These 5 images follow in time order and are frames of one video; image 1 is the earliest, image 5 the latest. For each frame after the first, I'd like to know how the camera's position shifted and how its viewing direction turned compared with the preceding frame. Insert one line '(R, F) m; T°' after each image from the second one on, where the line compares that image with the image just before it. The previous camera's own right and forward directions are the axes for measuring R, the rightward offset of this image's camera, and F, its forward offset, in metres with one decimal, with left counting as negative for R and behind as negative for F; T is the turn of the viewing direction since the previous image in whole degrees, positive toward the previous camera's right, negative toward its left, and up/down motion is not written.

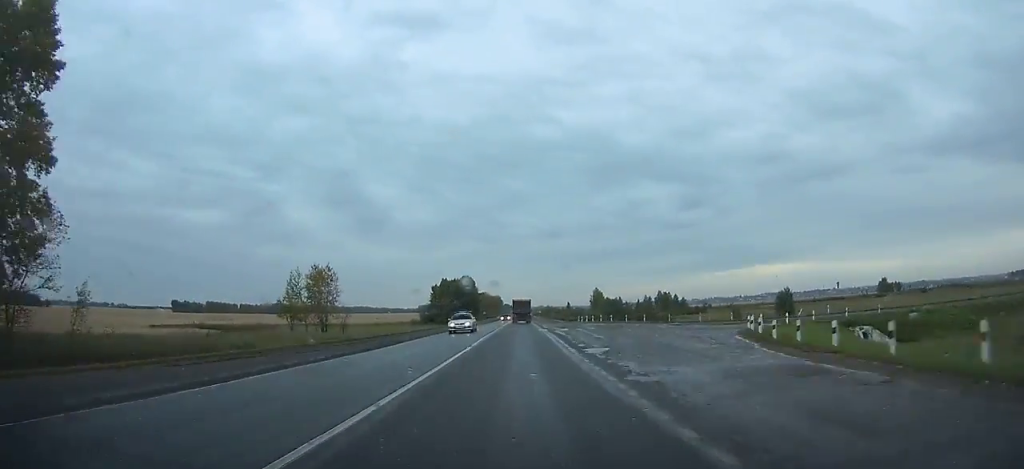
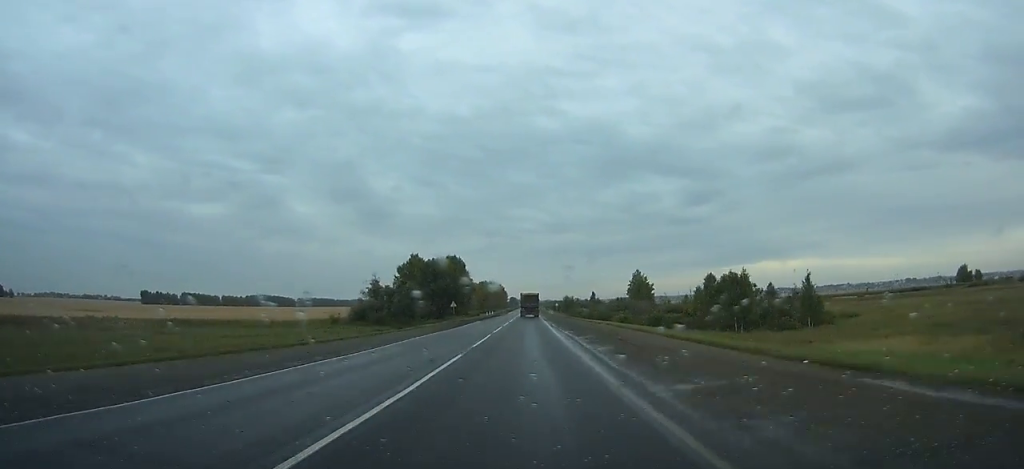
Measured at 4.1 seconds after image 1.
(+0.1, +85.6) m; 0°
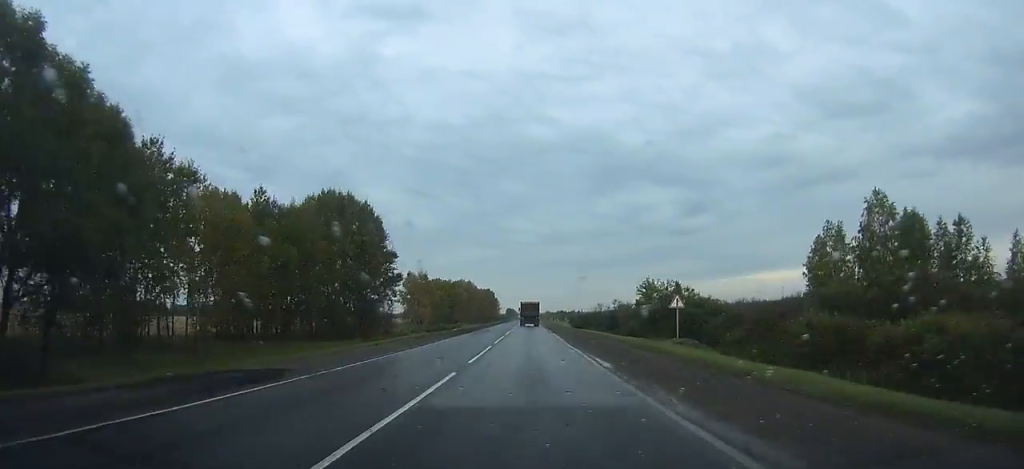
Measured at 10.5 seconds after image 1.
(-0.3, +135.7) m; 0°
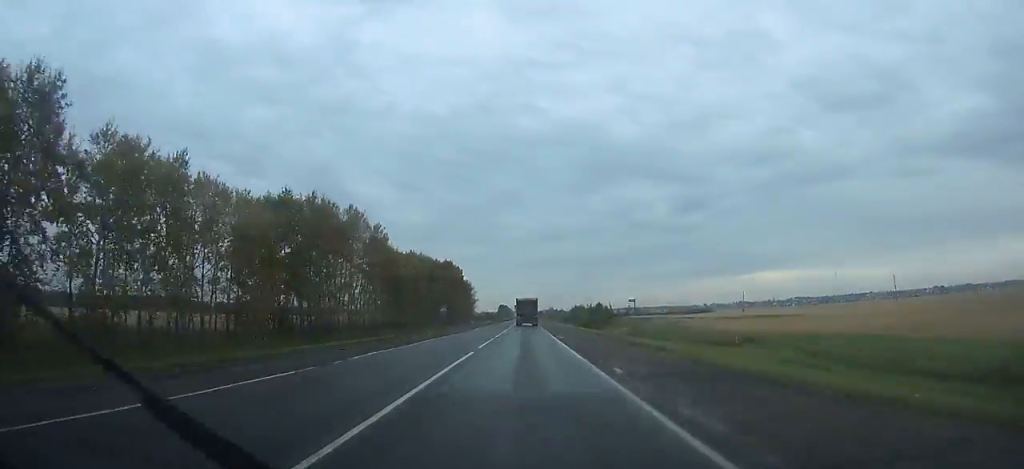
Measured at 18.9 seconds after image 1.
(-0.1, +179.2) m; 0°
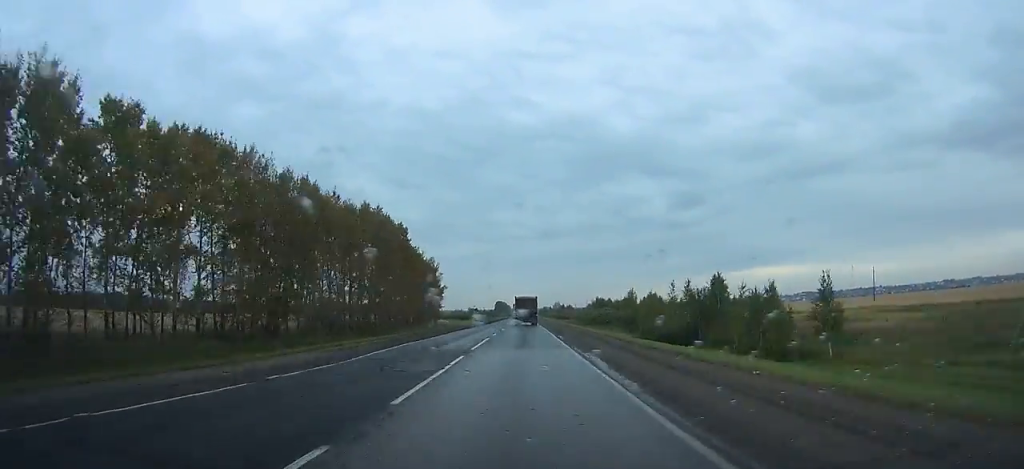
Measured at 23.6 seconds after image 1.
(-0.1, +98.0) m; 0°
